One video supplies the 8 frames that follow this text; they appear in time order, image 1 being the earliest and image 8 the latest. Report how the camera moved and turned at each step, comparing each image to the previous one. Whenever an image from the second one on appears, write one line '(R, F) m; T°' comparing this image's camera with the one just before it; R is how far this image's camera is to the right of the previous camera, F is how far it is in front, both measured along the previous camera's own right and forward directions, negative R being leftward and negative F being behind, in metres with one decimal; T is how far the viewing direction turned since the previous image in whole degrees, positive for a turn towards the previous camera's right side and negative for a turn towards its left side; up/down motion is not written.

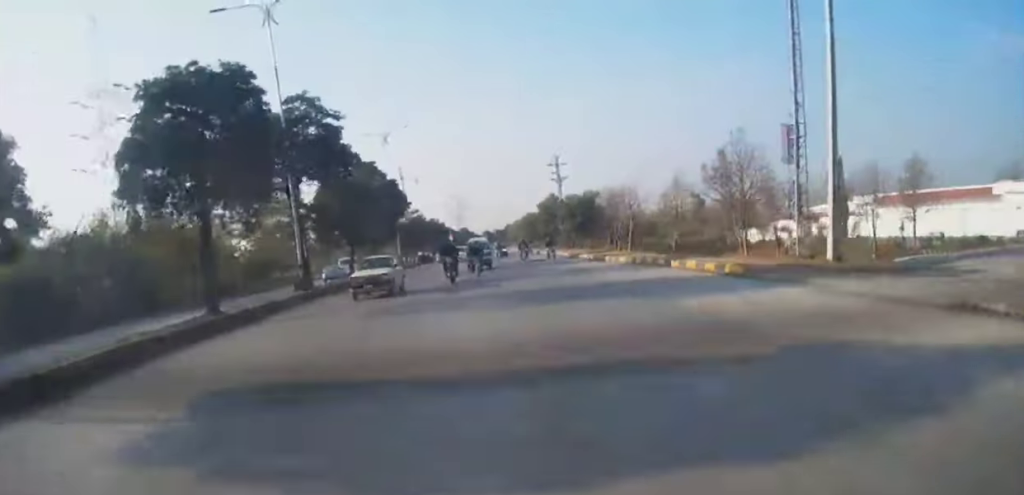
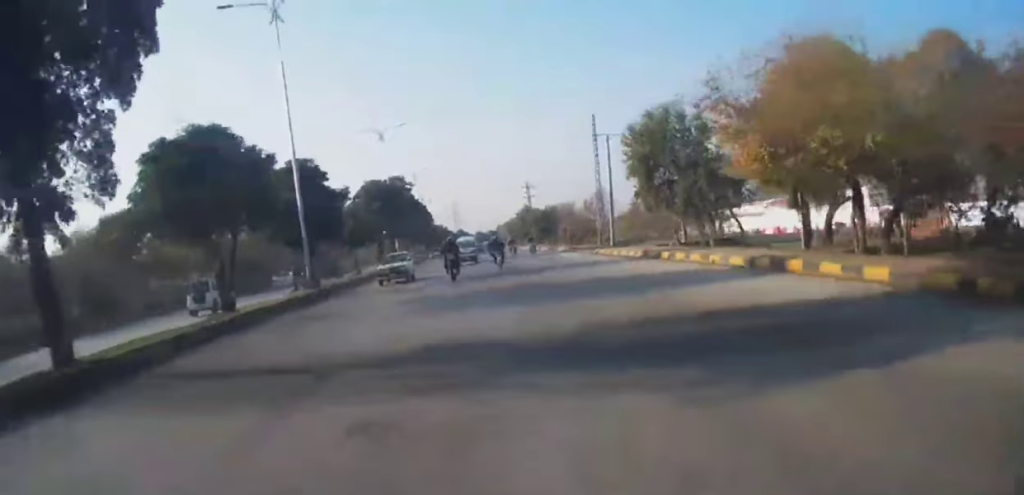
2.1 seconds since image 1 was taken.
(-0.3, +35.1) m; +2°
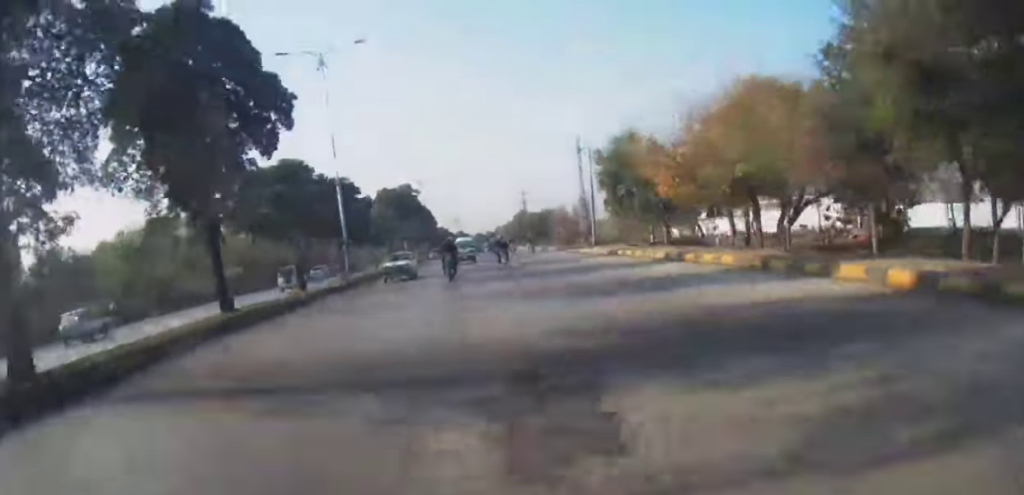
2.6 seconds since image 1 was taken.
(0.0, +8.5) m; 0°
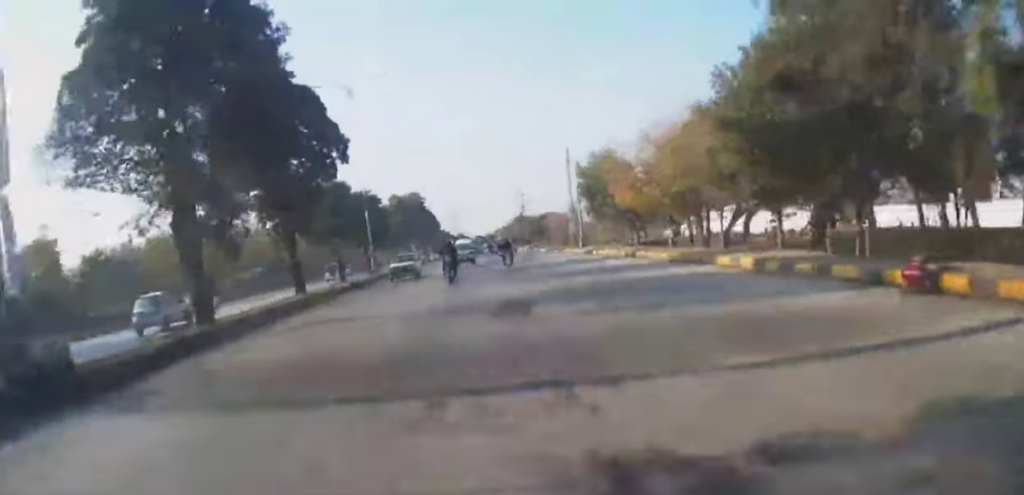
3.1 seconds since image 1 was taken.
(+0.1, +7.9) m; -1°
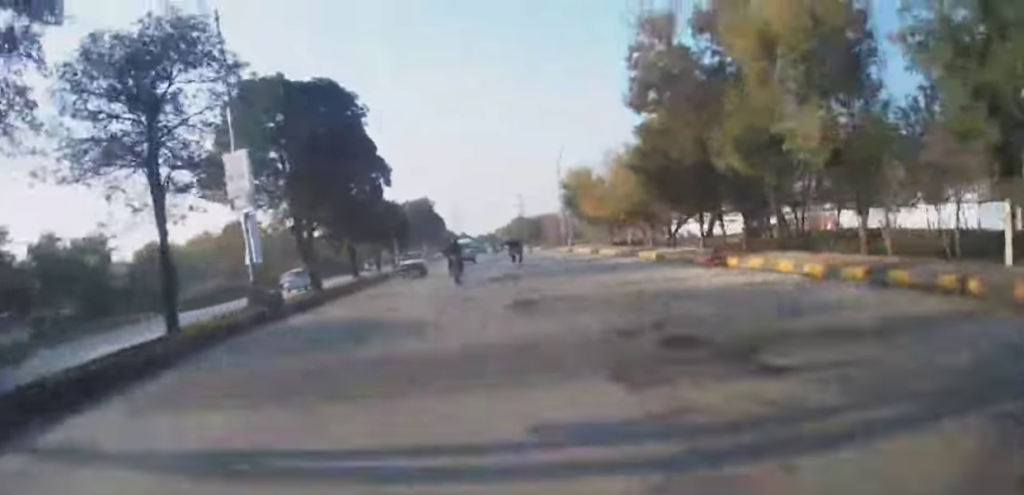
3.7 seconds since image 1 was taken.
(-0.2, +11.2) m; -1°
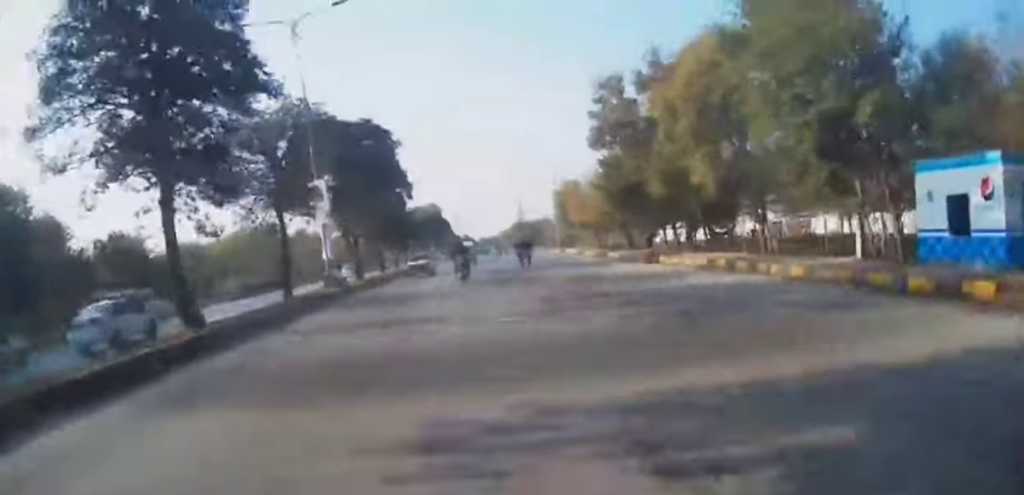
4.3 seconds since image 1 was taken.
(-0.1, +8.9) m; -1°
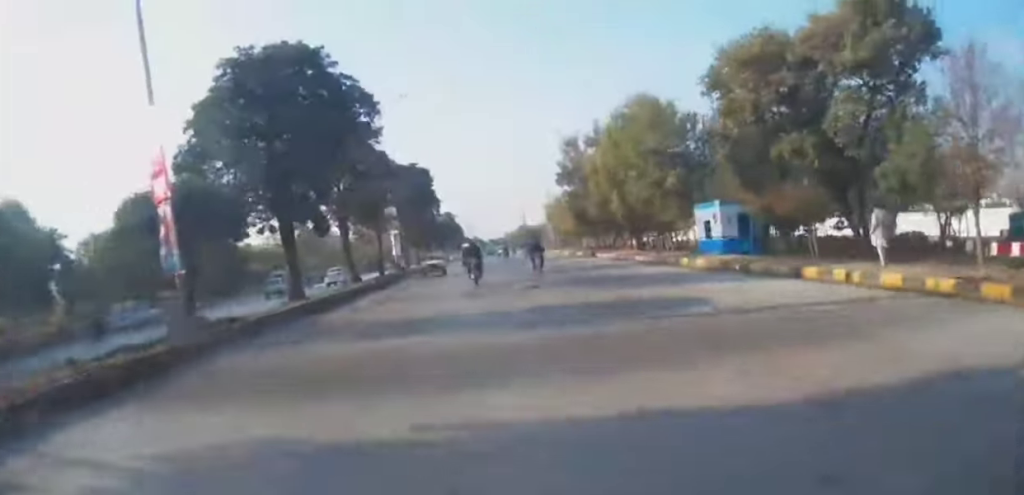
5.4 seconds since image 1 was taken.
(0.0, +18.3) m; 0°
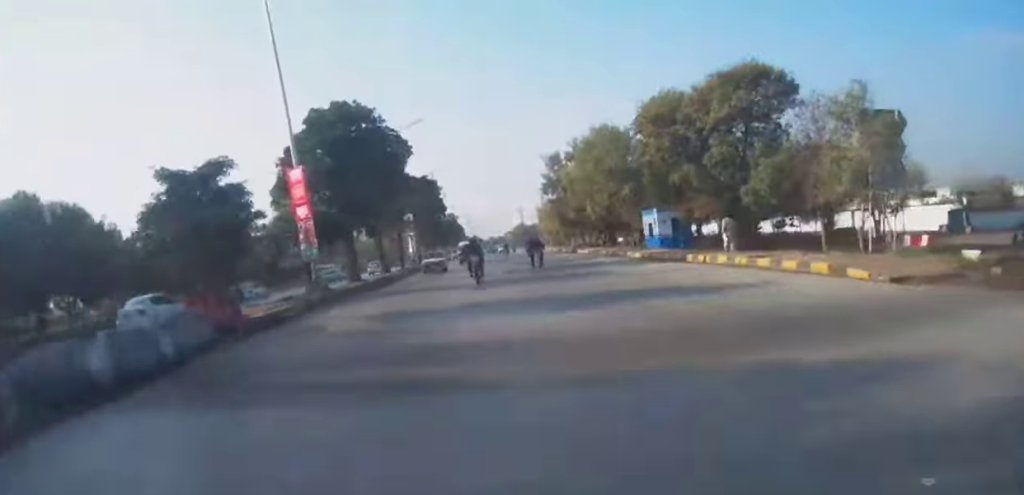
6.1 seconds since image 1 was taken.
(0.0, +10.4) m; +1°
